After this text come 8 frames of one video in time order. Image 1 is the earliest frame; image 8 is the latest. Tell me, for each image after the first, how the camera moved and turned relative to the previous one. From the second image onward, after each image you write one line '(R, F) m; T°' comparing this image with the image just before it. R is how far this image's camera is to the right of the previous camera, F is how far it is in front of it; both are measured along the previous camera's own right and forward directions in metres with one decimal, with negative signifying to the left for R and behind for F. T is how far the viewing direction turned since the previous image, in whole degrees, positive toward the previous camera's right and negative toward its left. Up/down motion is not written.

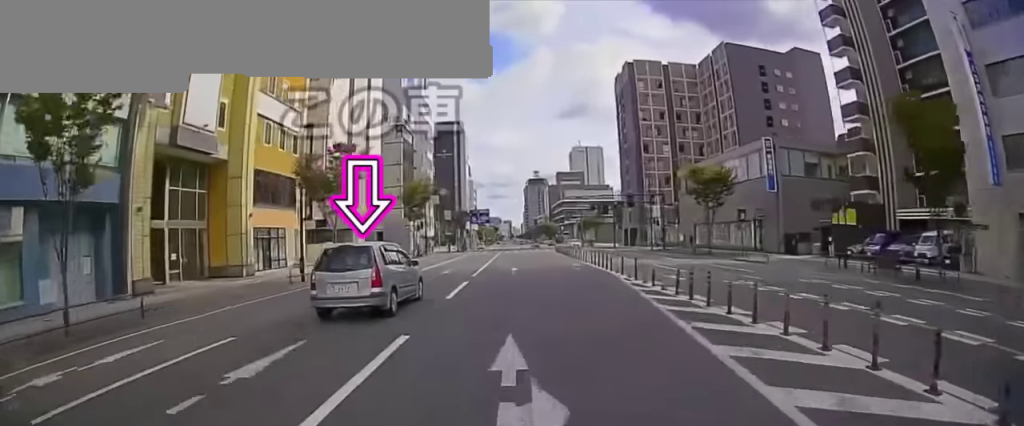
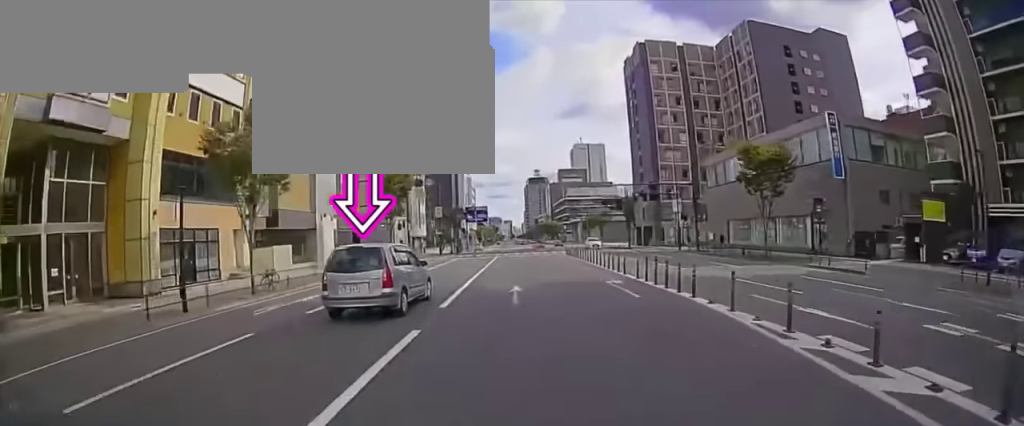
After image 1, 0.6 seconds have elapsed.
(0.0, +9.3) m; 0°
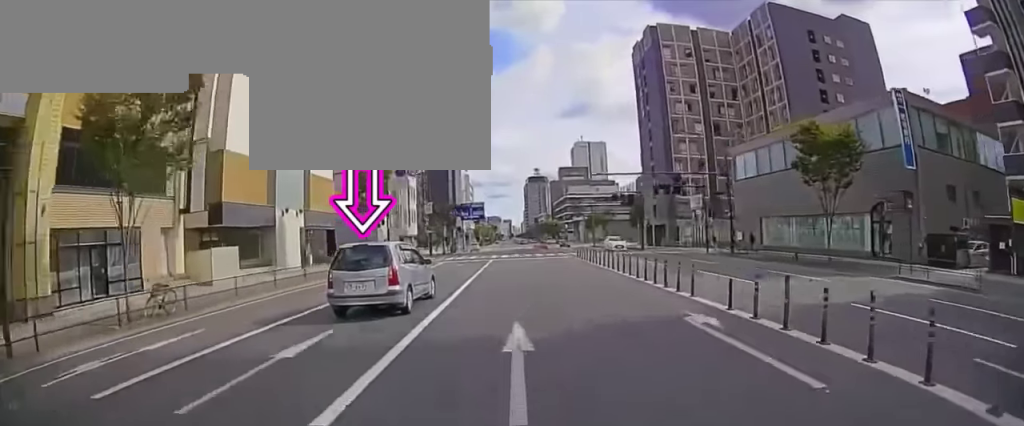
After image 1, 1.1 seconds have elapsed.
(0.0, +7.3) m; 0°
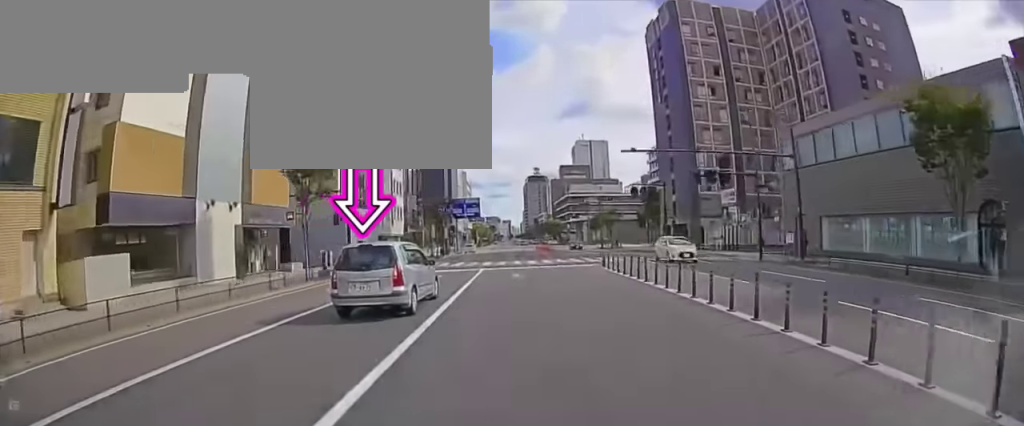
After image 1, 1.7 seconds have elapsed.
(0.0, +9.3) m; 0°
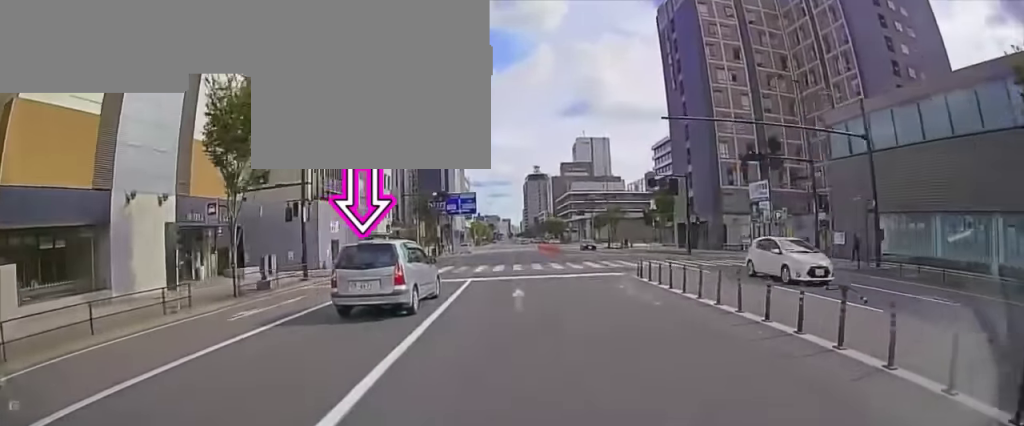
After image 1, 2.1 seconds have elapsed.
(0.0, +6.7) m; 0°
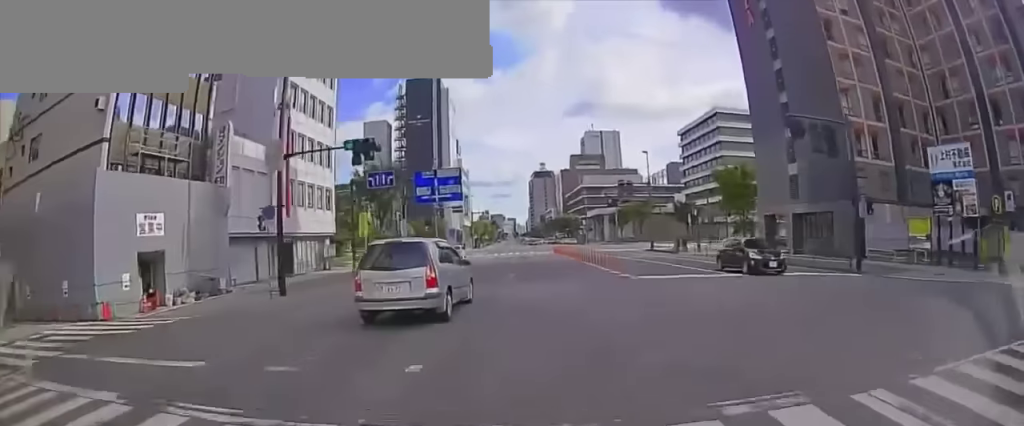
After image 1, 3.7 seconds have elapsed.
(-0.2, +22.9) m; -2°
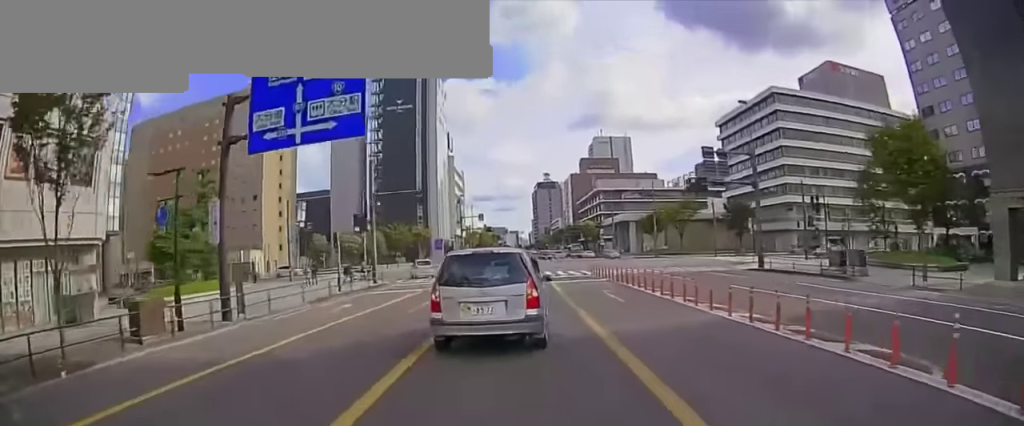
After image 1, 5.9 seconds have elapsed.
(+0.2, +28.1) m; +1°
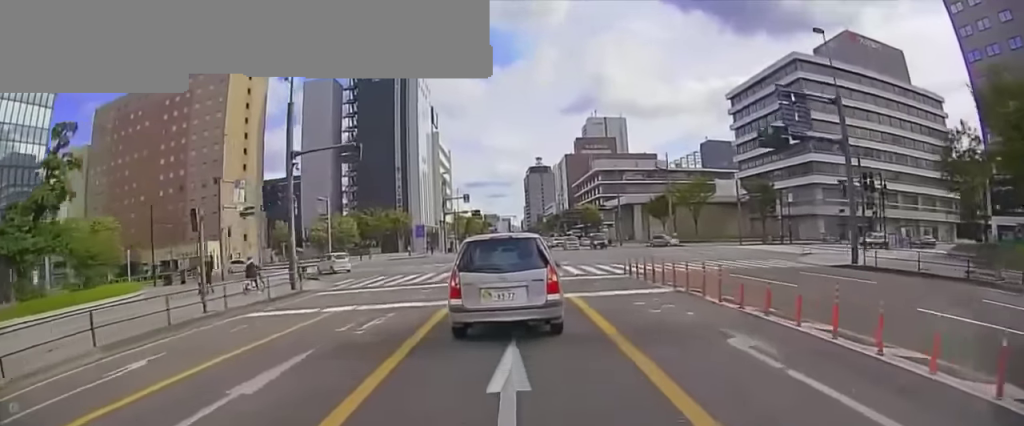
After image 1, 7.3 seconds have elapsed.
(-0.6, +13.0) m; -2°
